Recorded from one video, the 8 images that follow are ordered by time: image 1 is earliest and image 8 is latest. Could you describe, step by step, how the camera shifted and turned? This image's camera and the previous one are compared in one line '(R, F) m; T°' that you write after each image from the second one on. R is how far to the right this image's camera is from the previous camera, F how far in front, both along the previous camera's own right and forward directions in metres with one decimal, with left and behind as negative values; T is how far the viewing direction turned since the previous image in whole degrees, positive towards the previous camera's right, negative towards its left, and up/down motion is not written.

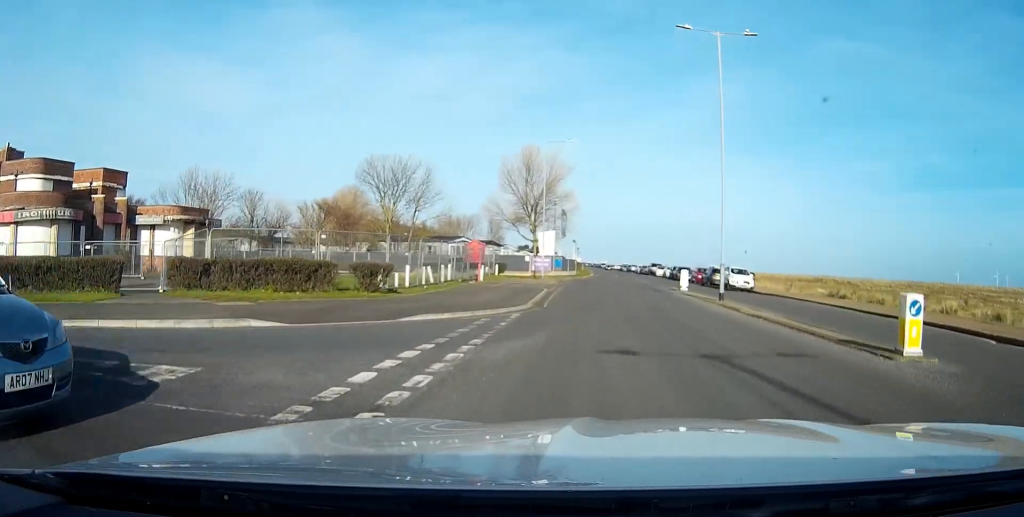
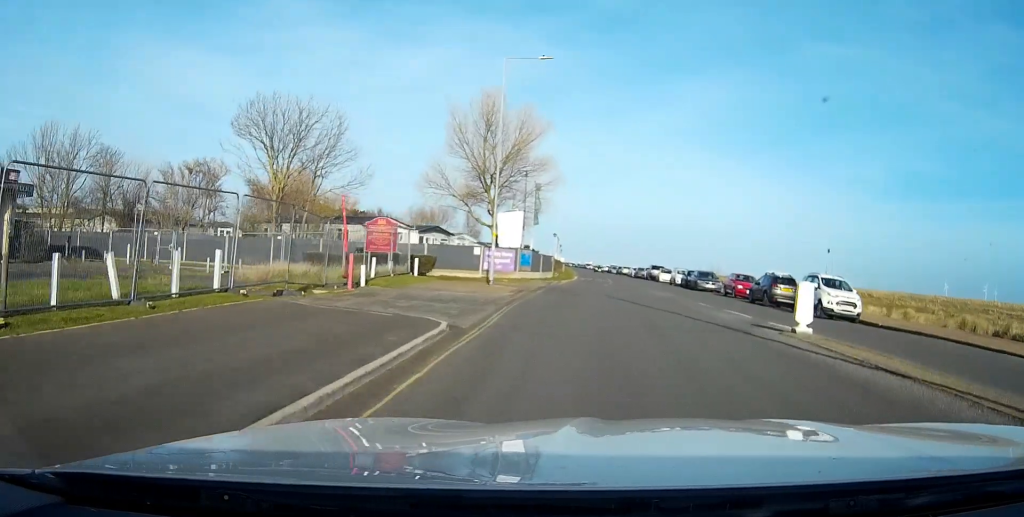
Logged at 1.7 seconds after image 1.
(+0.2, +21.7) m; +1°
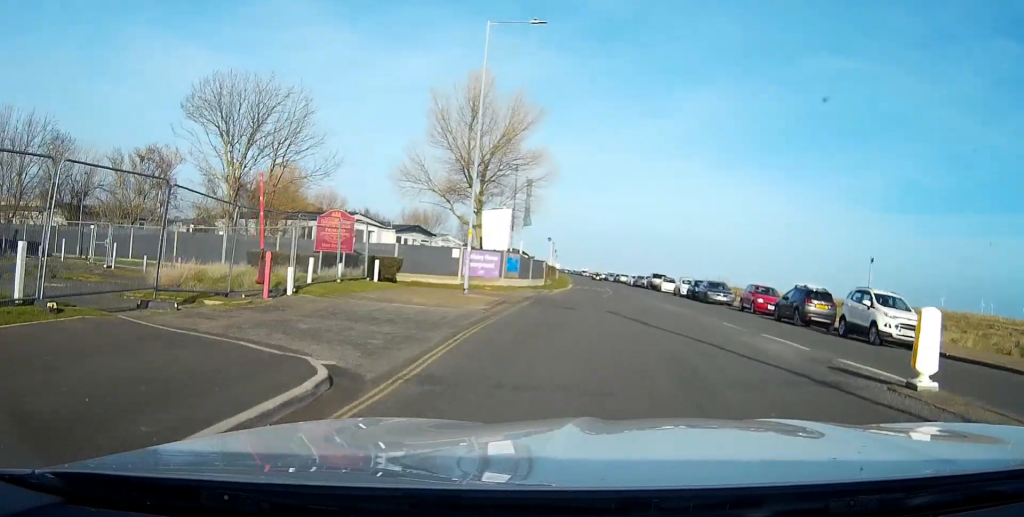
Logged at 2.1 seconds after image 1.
(0.0, +5.7) m; 0°
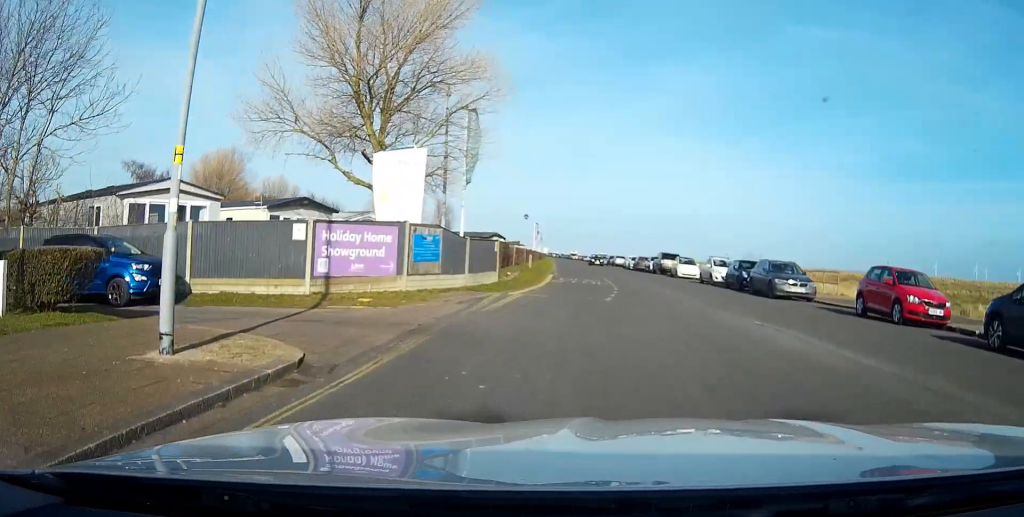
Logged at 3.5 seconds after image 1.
(+0.2, +18.2) m; +2°
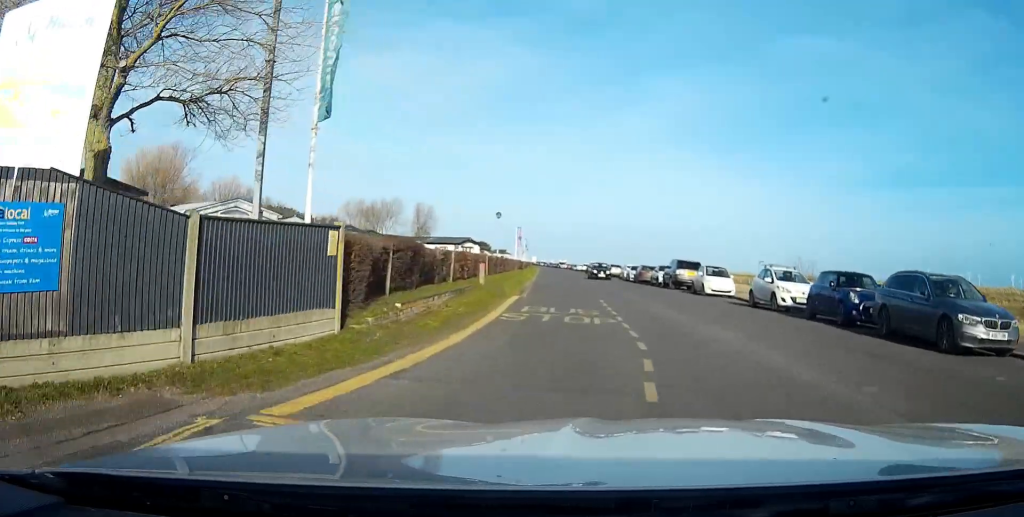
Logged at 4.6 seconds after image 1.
(+0.2, +14.9) m; +1°
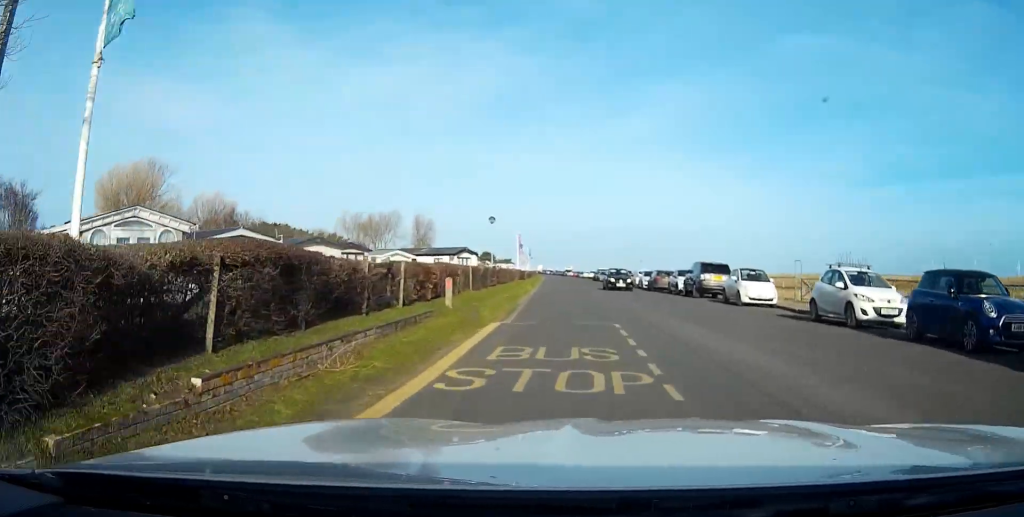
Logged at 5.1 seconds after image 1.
(0.0, +6.8) m; 0°
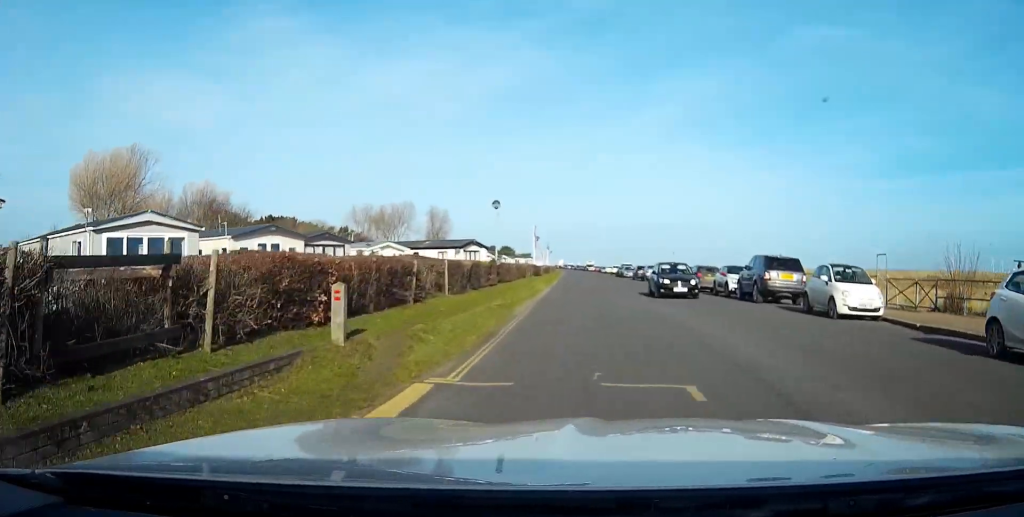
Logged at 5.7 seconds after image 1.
(0.0, +9.1) m; -1°
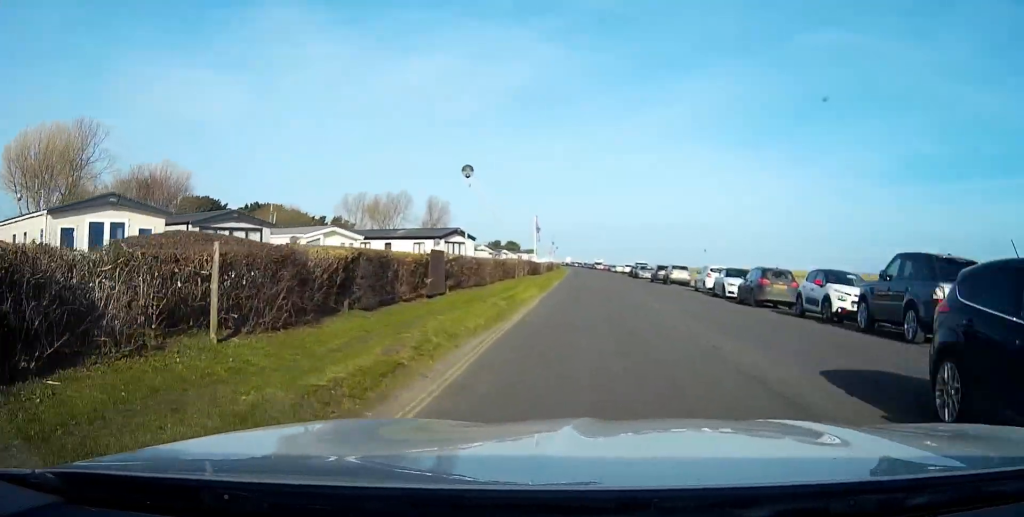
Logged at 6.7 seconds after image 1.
(-0.1, +13.2) m; -1°
